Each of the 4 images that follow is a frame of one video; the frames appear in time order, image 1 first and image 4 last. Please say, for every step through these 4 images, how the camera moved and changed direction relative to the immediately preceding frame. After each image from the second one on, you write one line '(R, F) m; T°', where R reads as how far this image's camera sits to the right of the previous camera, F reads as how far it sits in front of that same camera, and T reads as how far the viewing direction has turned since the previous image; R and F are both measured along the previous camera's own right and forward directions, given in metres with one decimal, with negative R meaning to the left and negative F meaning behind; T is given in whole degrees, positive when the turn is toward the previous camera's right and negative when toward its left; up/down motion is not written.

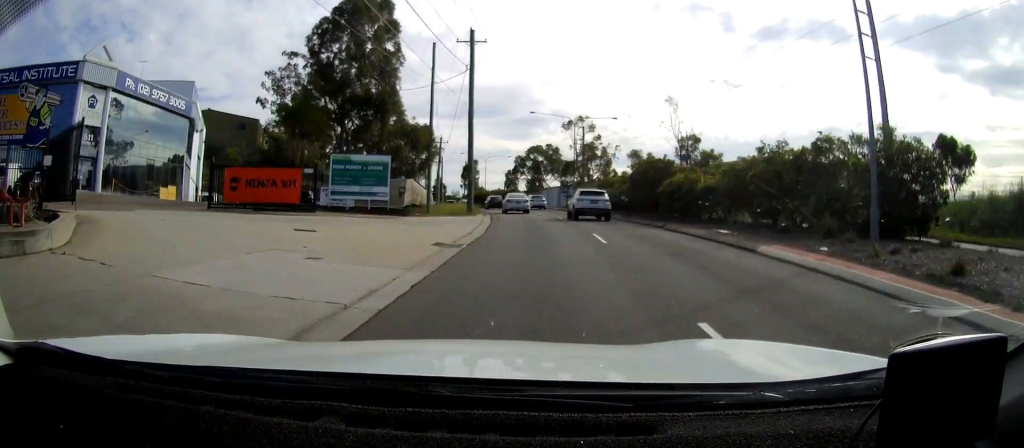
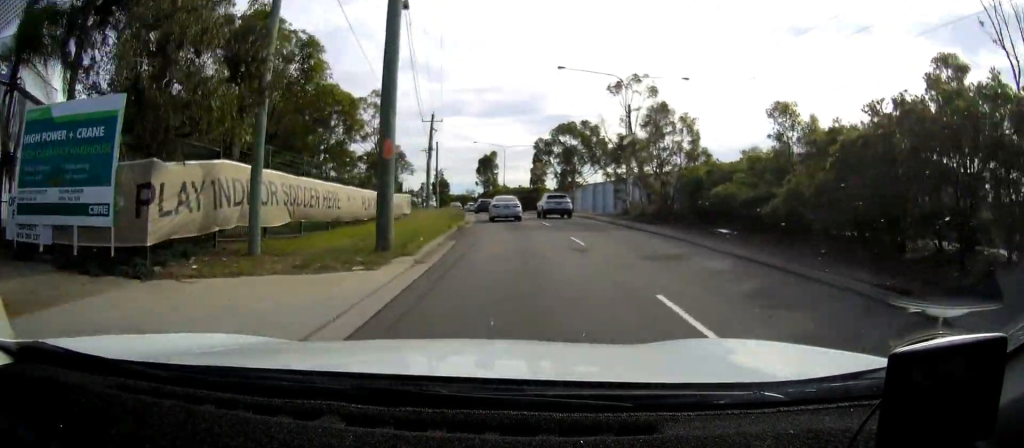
(0.0, +23.7) m; 0°
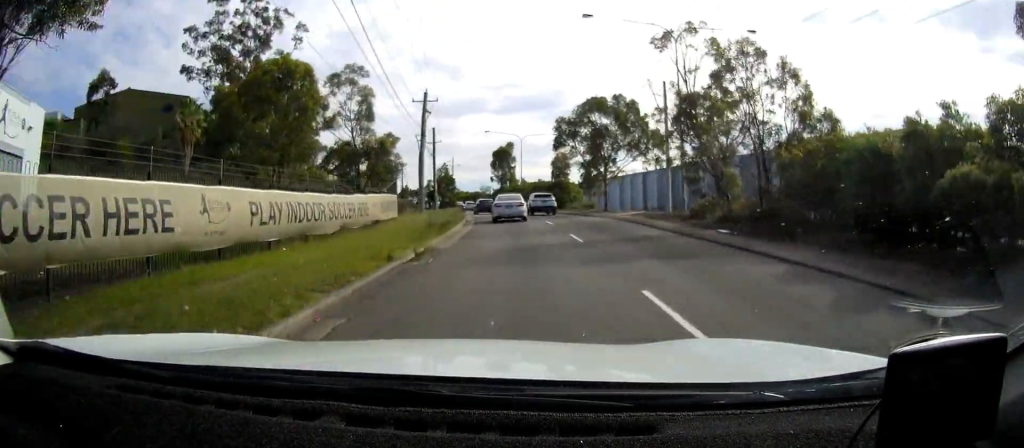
(0.0, +11.8) m; -1°
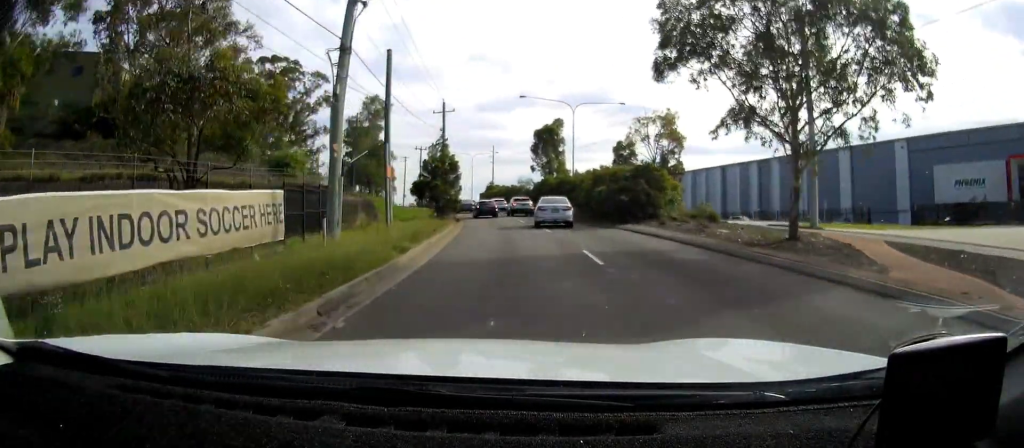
(-2.3, +25.5) m; -8°
